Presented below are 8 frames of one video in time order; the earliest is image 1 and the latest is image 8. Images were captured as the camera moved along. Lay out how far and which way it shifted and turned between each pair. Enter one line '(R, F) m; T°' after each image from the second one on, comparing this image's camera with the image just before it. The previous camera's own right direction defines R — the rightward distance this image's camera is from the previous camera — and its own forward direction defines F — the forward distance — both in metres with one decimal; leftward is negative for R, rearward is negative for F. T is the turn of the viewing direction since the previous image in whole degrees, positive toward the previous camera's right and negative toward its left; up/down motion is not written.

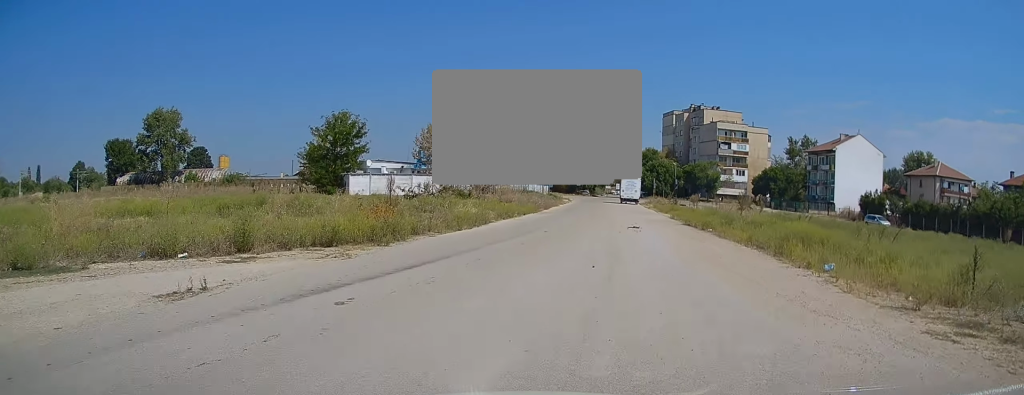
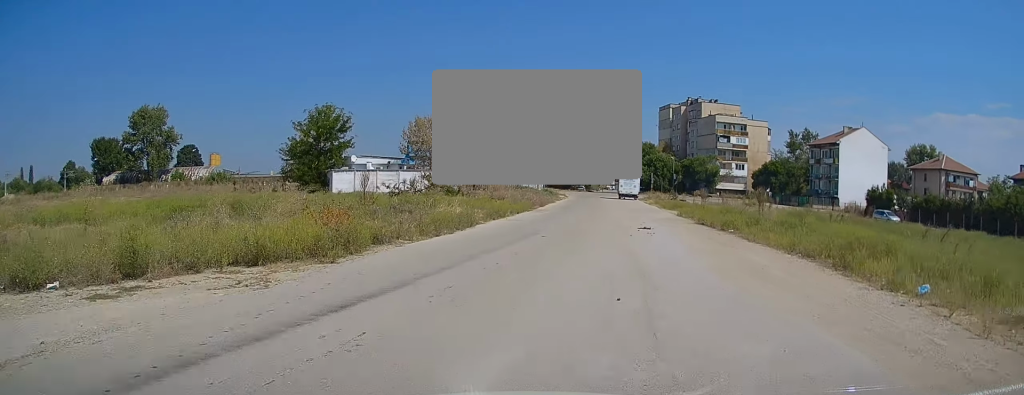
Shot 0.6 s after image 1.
(+0.1, +3.9) m; 0°
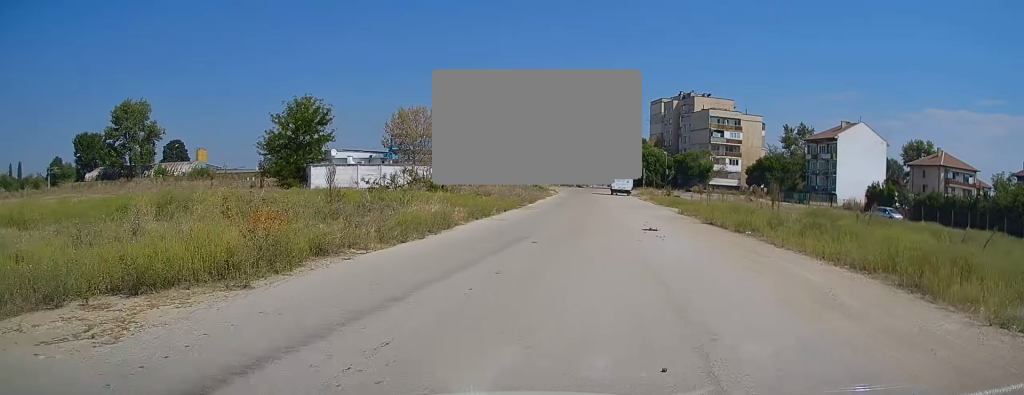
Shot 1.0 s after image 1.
(+0.1, +3.0) m; 0°
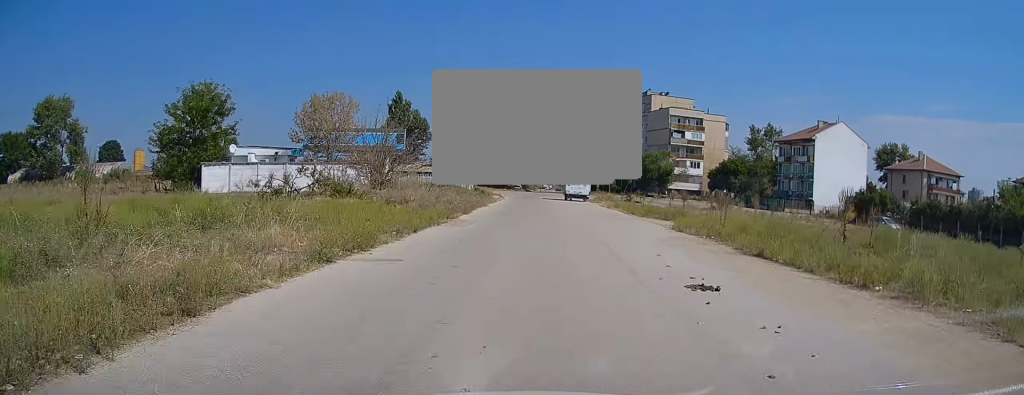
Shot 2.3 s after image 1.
(-0.1, +10.7) m; 0°
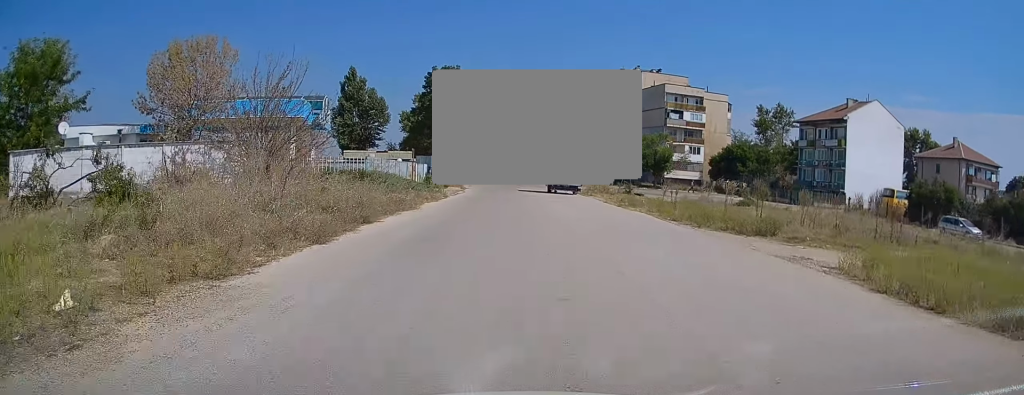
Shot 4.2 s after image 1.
(+0.4, +17.4) m; +3°
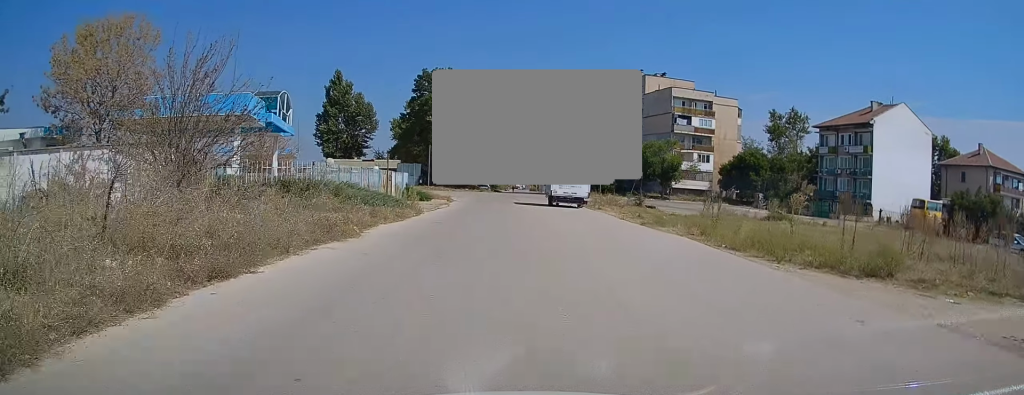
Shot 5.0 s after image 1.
(0.0, +7.5) m; +2°
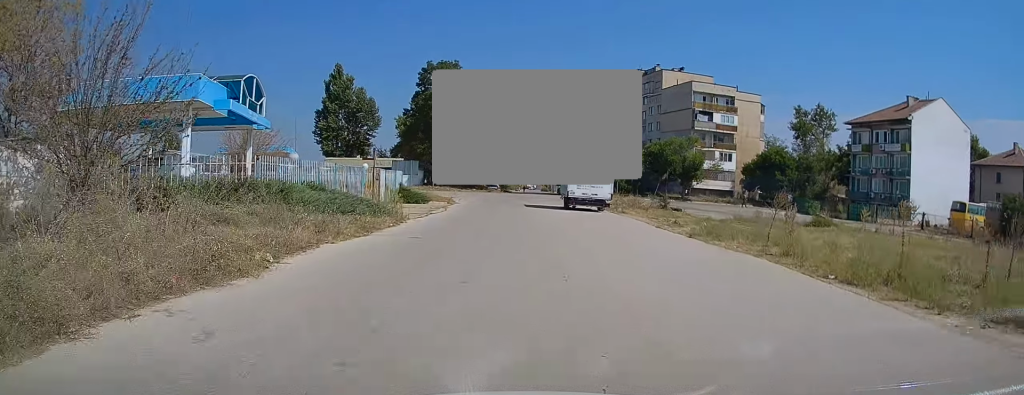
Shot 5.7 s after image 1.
(+0.2, +6.1) m; 0°
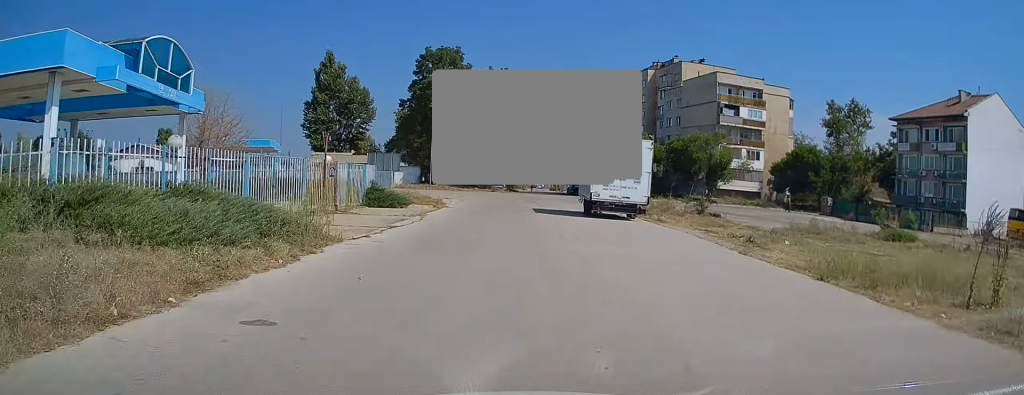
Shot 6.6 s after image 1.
(-0.1, +8.8) m; -1°
